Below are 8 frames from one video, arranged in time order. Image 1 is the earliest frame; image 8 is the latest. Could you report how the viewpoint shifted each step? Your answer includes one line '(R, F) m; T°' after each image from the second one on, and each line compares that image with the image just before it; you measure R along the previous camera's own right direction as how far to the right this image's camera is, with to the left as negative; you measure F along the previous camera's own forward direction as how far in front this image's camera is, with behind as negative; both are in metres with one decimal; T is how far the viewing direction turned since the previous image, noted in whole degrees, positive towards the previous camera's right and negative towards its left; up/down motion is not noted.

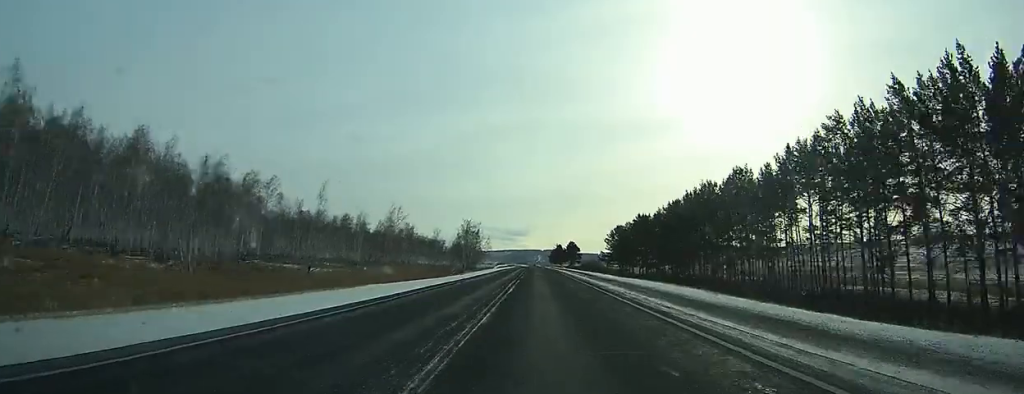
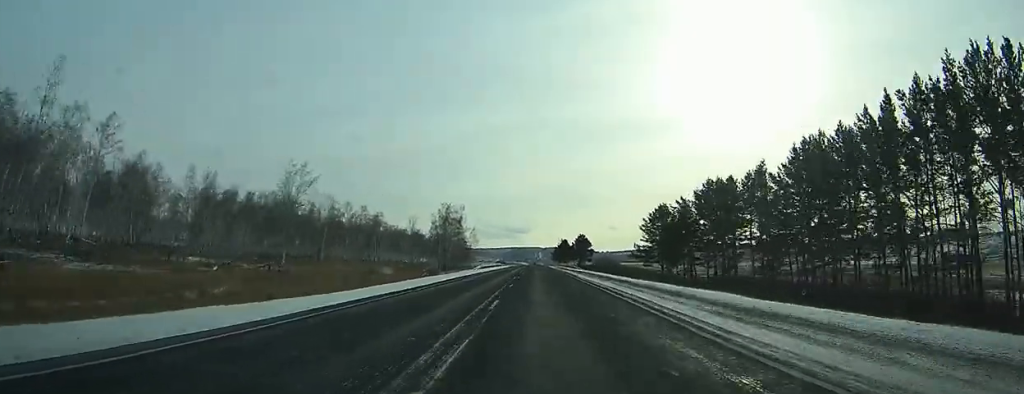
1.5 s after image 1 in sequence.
(0.0, +46.1) m; 0°
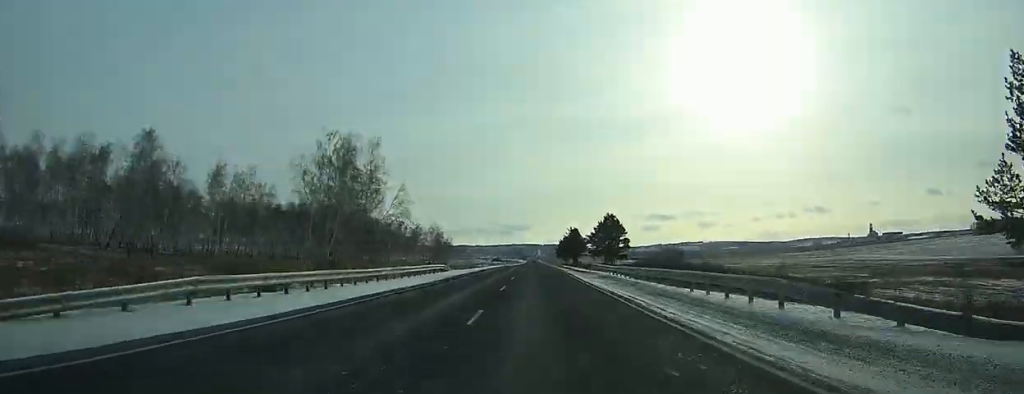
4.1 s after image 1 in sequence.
(0.0, +79.7) m; 0°
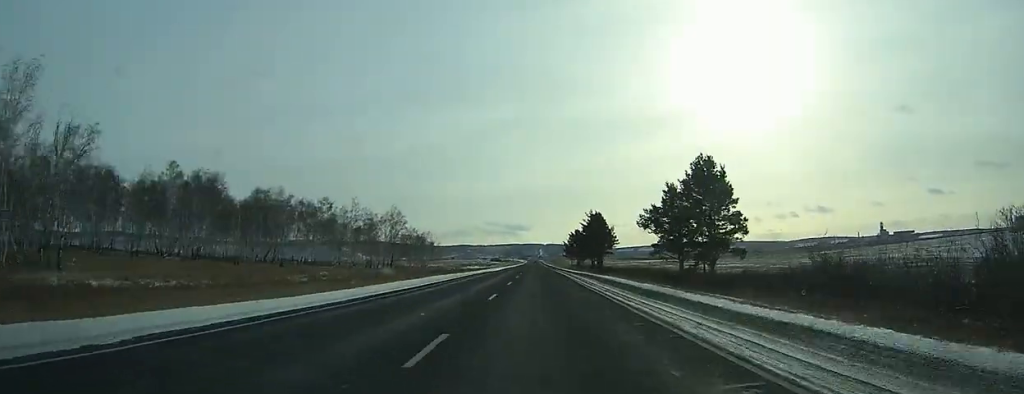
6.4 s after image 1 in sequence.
(-0.2, +68.4) m; 0°
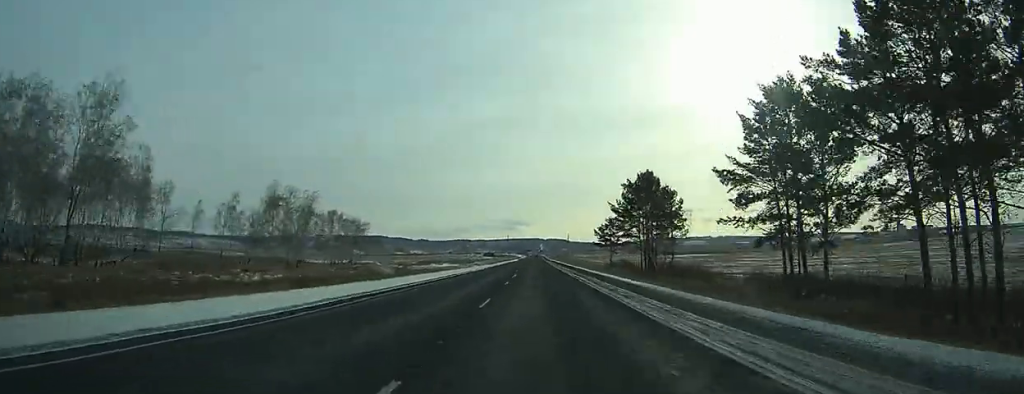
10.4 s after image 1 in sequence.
(+0.3, +106.3) m; 0°
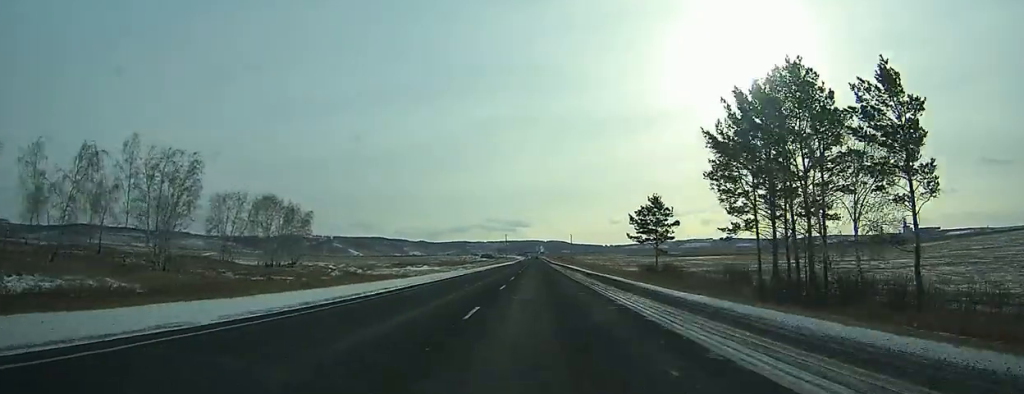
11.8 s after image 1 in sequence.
(0.0, +33.3) m; 0°
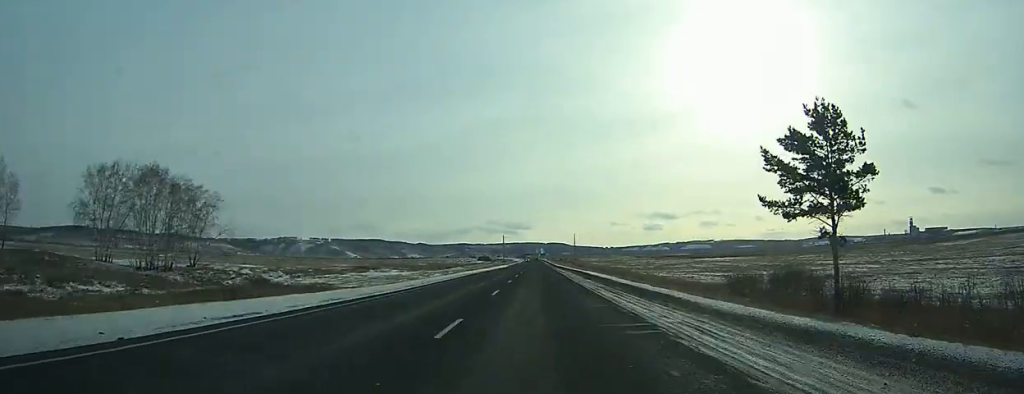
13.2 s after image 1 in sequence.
(0.0, +34.1) m; 0°
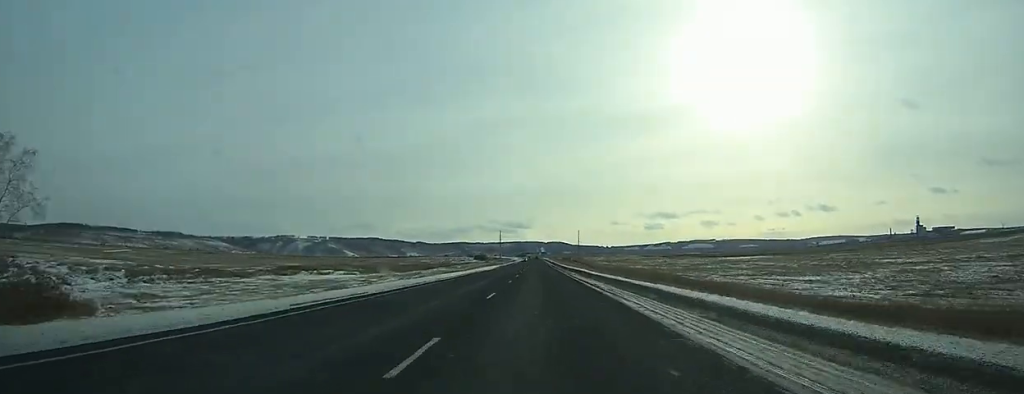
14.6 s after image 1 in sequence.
(0.0, +35.5) m; 0°
